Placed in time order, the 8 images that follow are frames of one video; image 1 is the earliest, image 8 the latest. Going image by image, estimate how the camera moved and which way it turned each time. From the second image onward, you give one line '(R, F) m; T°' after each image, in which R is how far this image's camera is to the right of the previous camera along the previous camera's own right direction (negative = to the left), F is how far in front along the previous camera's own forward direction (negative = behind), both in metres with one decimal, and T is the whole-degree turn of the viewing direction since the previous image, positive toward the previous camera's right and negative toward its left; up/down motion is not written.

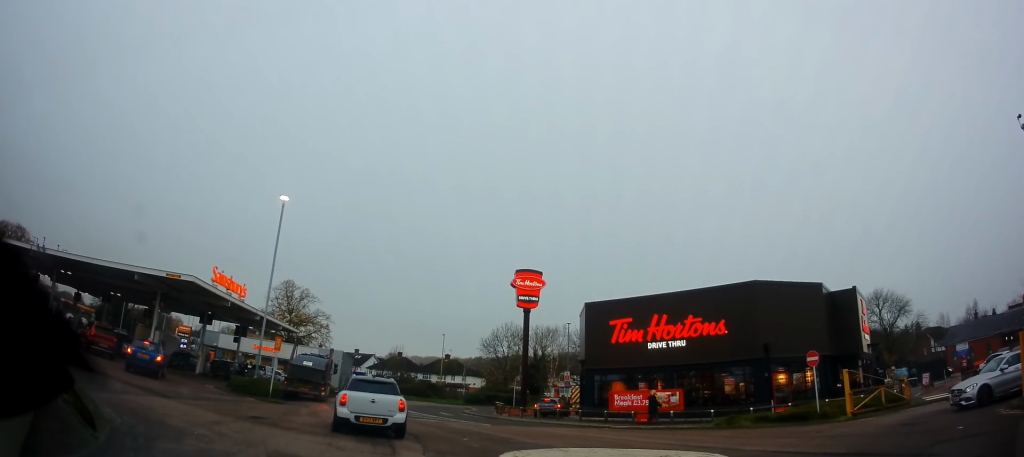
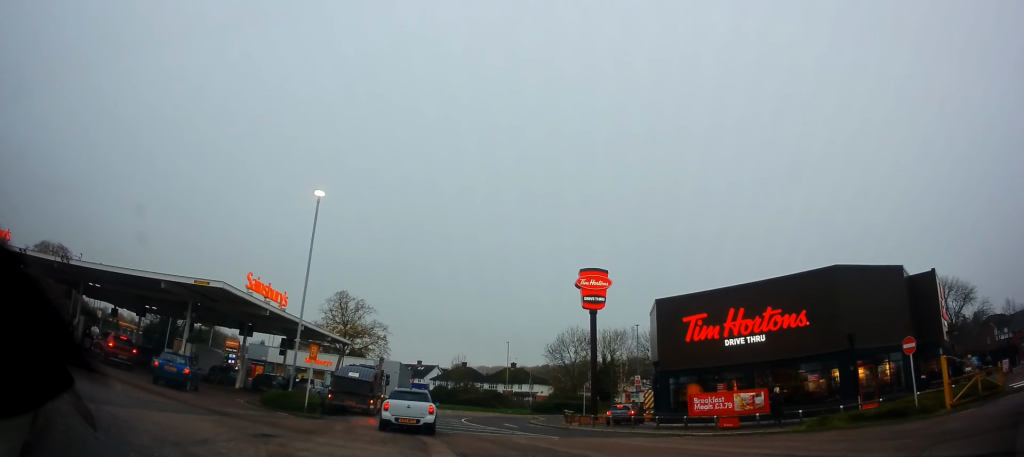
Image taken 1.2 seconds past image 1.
(+0.2, +2.4) m; -3°
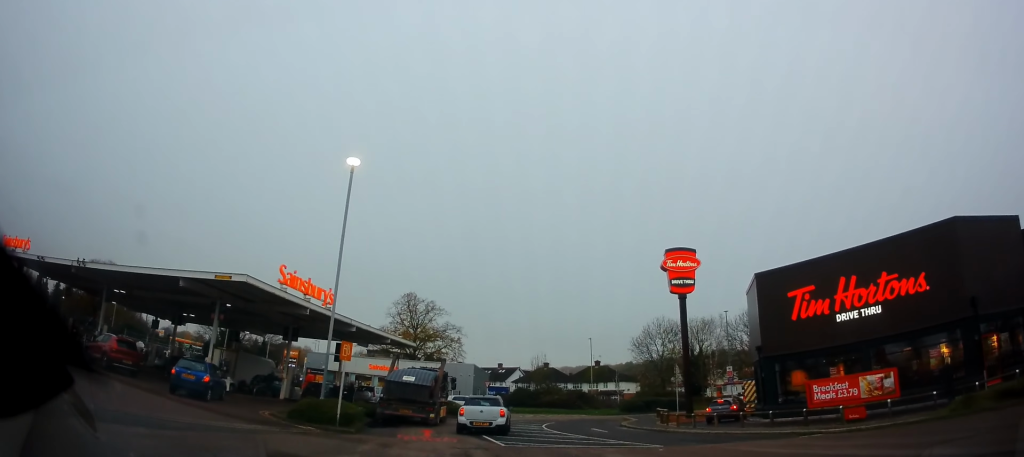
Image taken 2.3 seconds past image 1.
(-0.4, +3.4) m; -6°
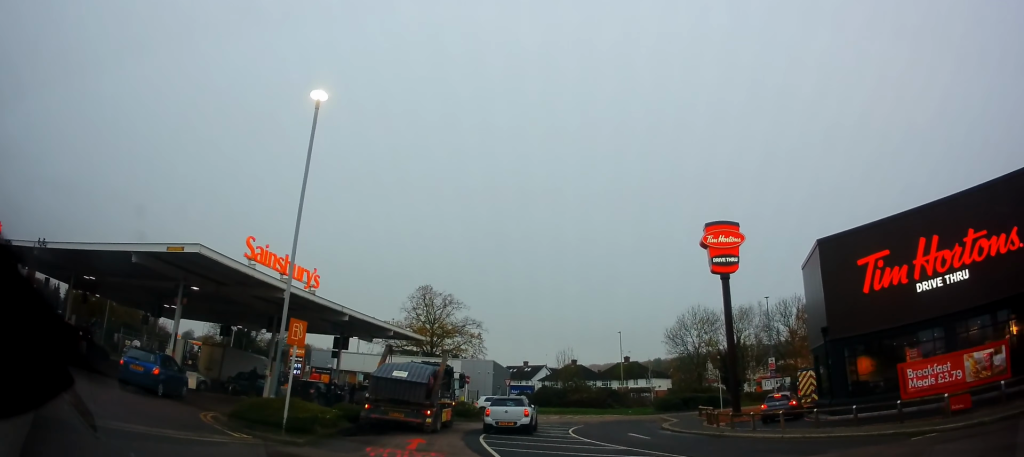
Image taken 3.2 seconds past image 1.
(0.0, +4.1) m; 0°
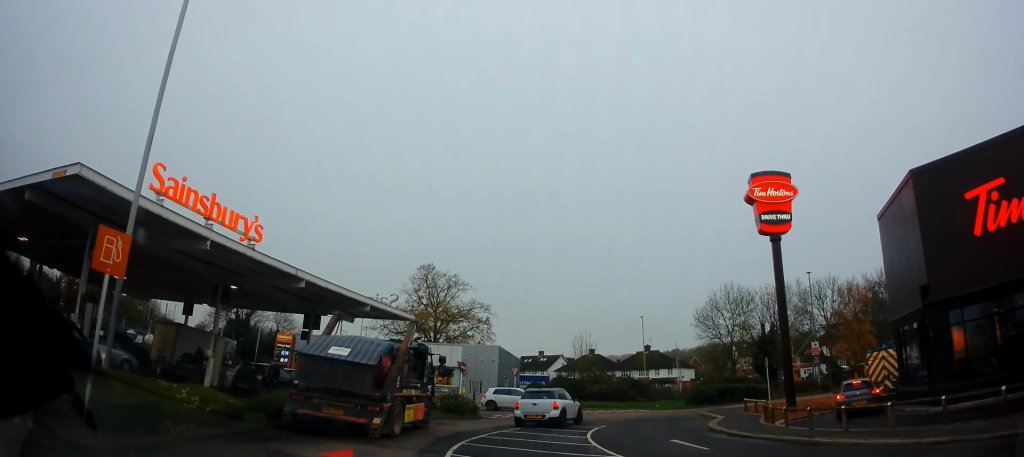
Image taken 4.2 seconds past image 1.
(0.0, +5.4) m; -1°
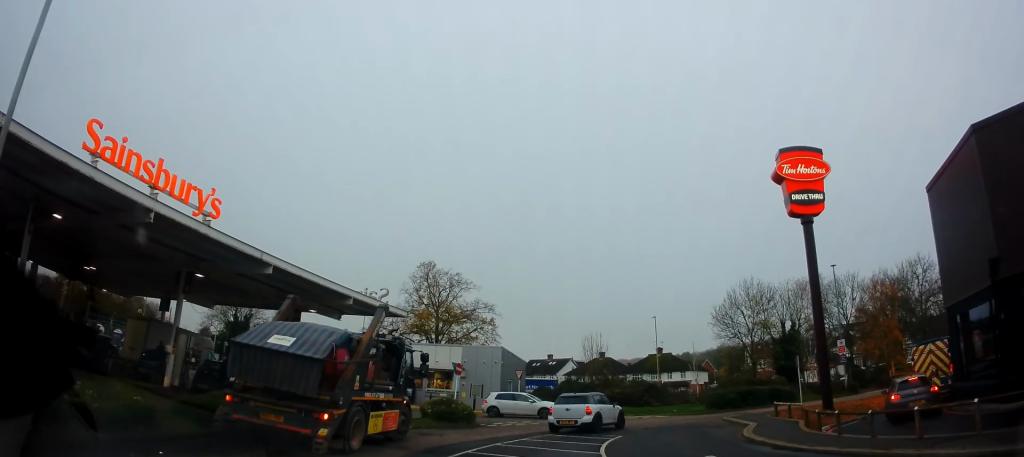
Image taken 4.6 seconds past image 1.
(-0.1, +2.9) m; -1°
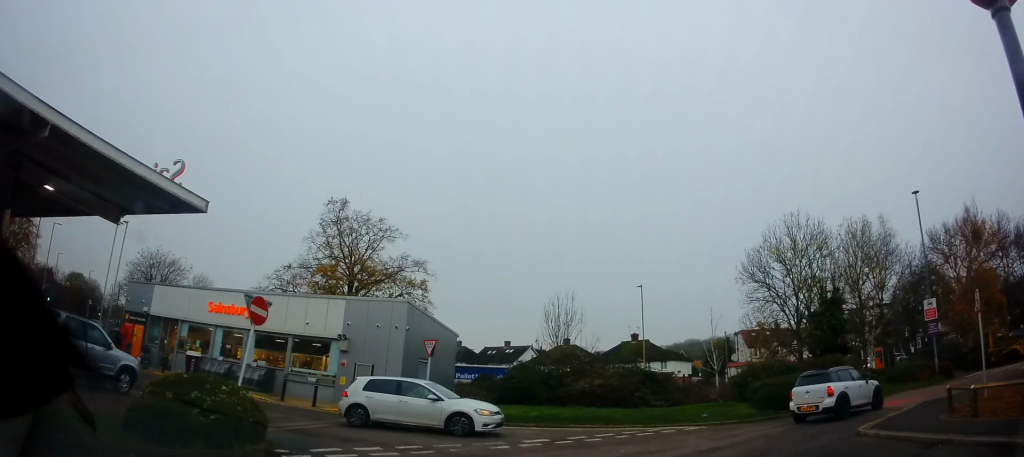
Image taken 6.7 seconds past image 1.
(-0.1, +14.6) m; +6°
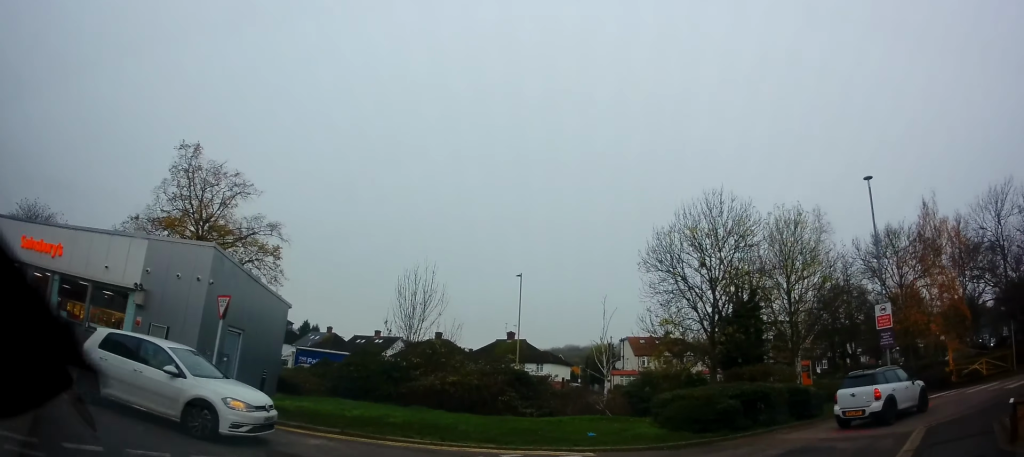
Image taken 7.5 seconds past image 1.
(+0.7, +6.1) m; +7°
